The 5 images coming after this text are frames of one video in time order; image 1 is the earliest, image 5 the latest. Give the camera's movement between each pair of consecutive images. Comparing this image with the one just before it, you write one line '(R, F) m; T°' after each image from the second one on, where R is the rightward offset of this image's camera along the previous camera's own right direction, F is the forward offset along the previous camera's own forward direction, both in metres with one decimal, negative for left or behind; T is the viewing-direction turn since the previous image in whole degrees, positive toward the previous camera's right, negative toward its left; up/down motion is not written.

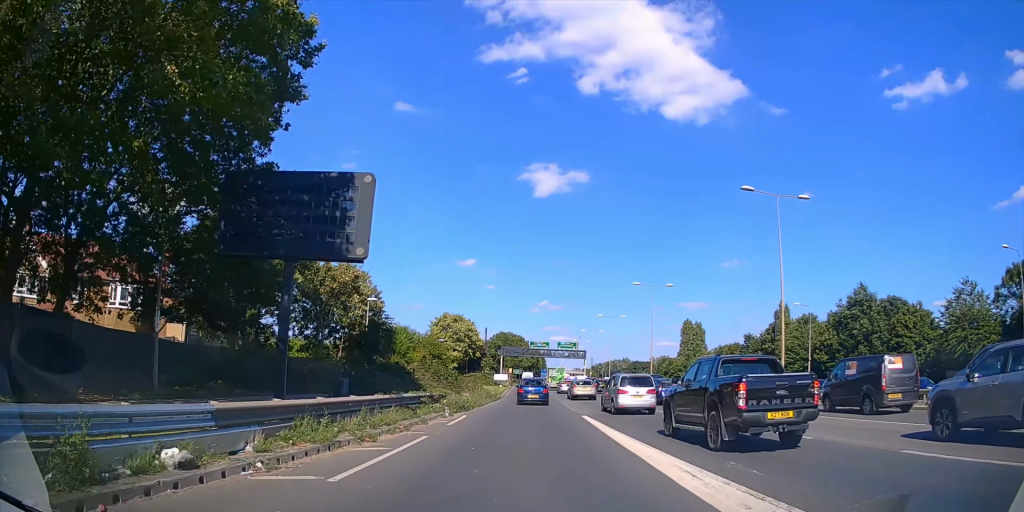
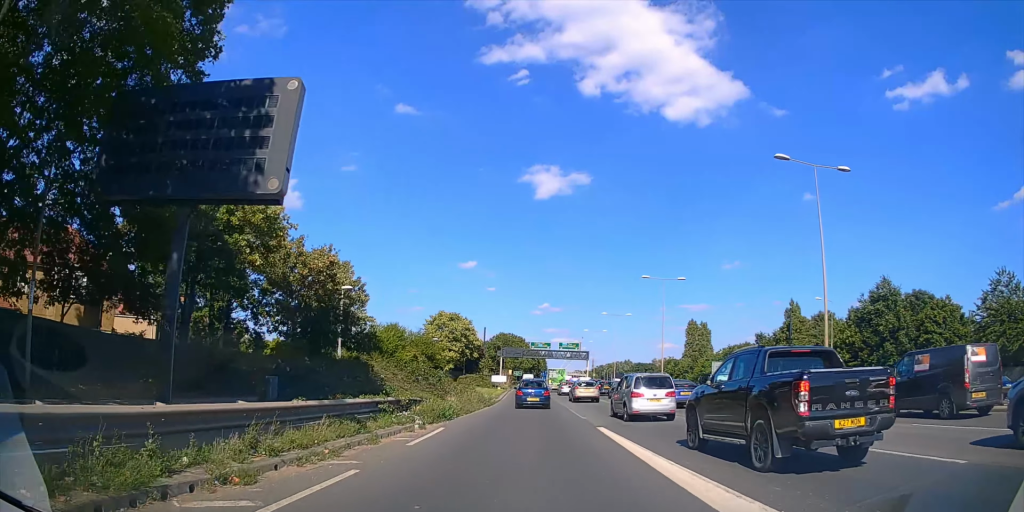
(+0.3, +5.9) m; 0°
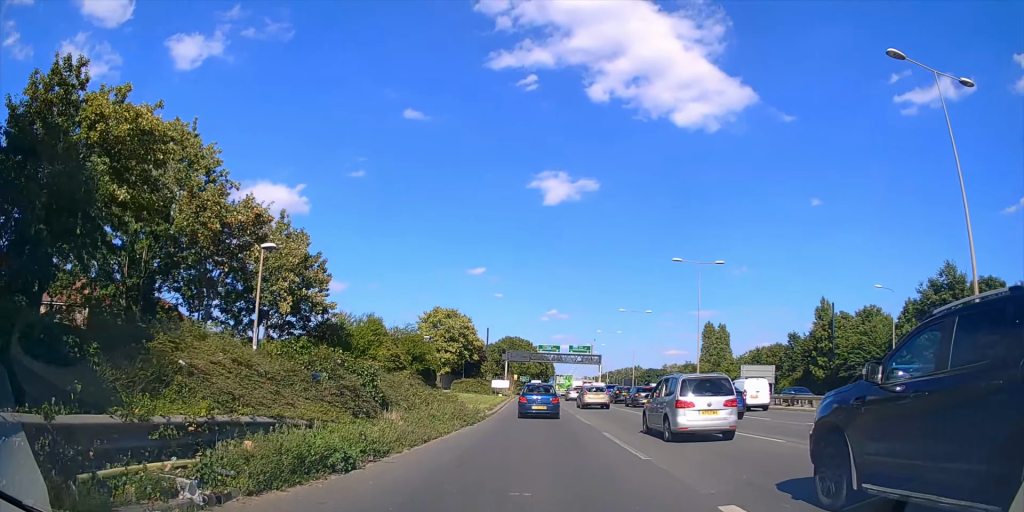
(-0.6, +11.6) m; -4°
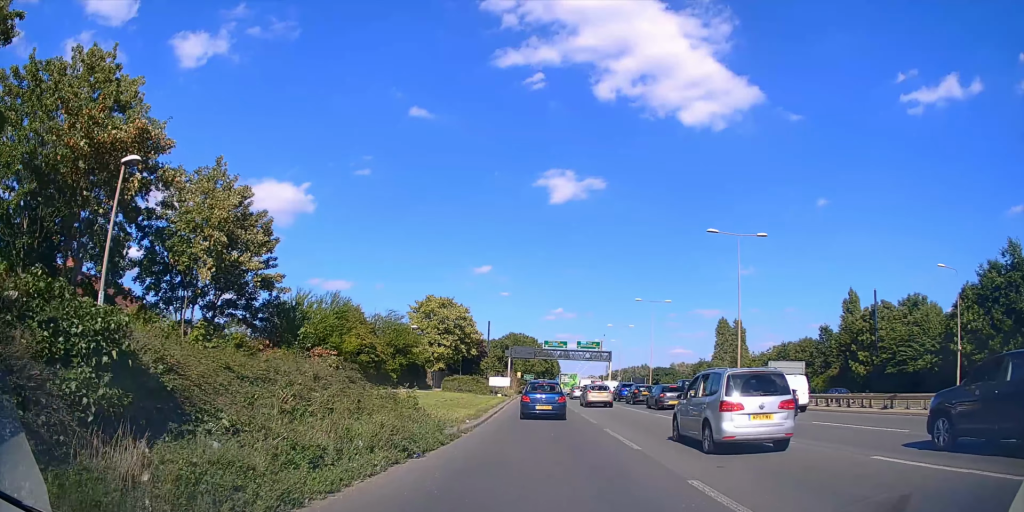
(-0.1, +9.5) m; -1°
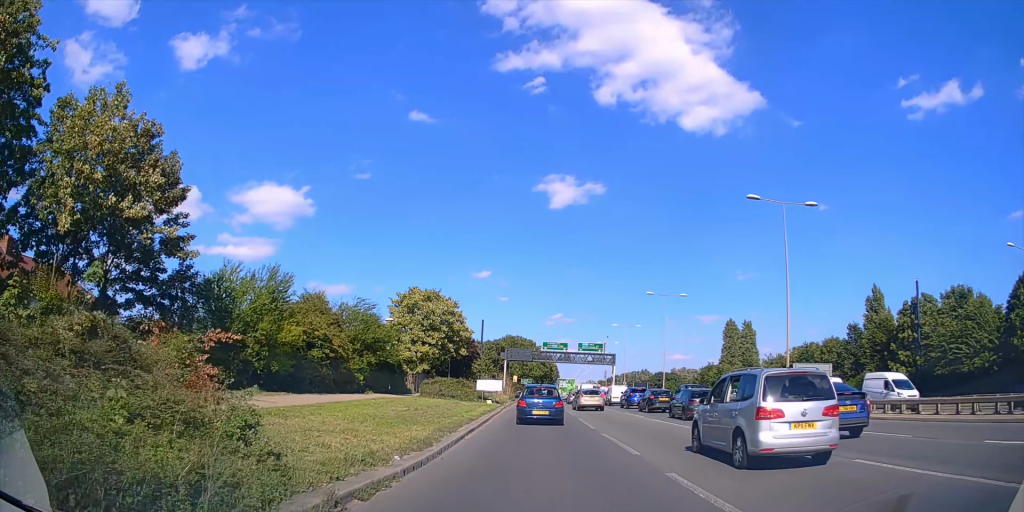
(0.0, +9.1) m; +1°
